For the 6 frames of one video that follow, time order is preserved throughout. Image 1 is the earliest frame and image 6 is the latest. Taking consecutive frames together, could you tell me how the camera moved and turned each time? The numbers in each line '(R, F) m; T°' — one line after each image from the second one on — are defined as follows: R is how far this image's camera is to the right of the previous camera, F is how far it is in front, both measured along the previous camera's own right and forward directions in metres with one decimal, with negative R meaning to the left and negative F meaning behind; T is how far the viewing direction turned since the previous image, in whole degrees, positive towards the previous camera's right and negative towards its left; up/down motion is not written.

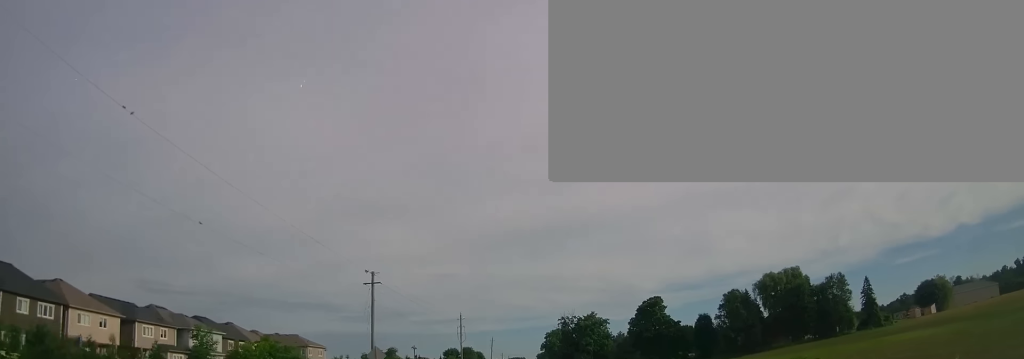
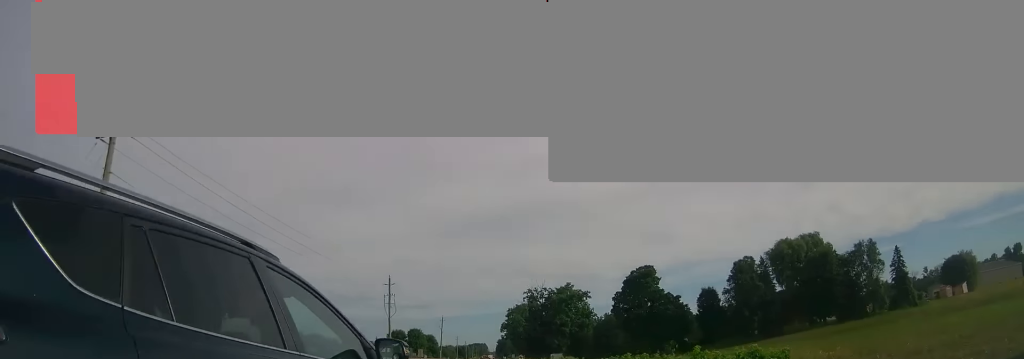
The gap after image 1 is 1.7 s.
(+0.1, +31.6) m; +1°
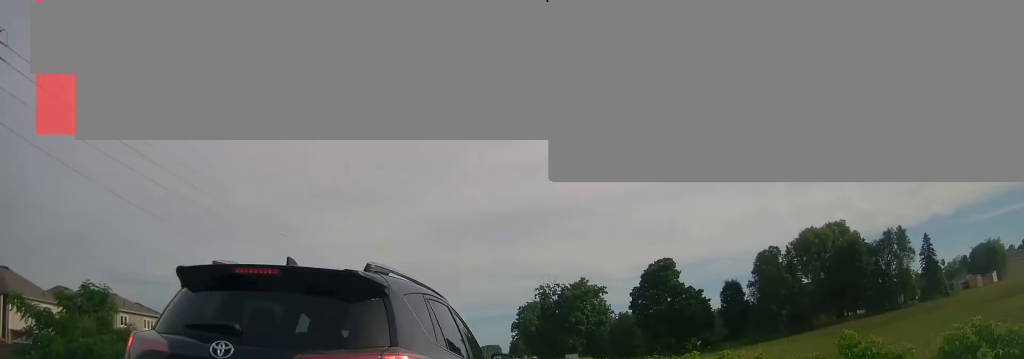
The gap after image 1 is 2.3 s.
(+0.1, +7.7) m; 0°
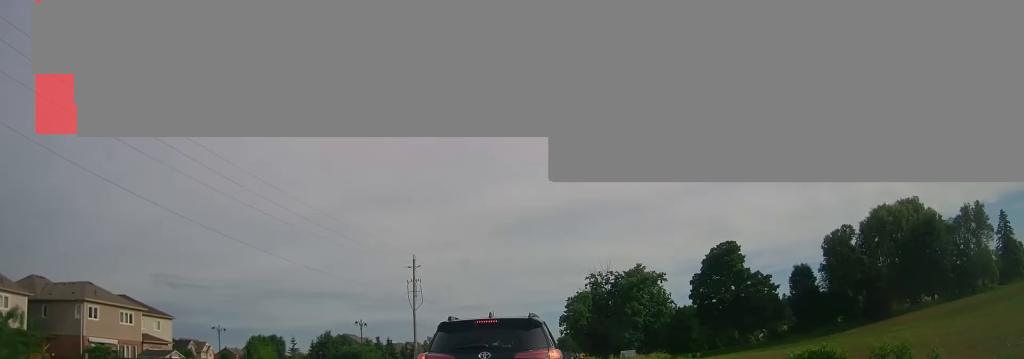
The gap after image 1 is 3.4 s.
(-0.1, +10.0) m; 0°
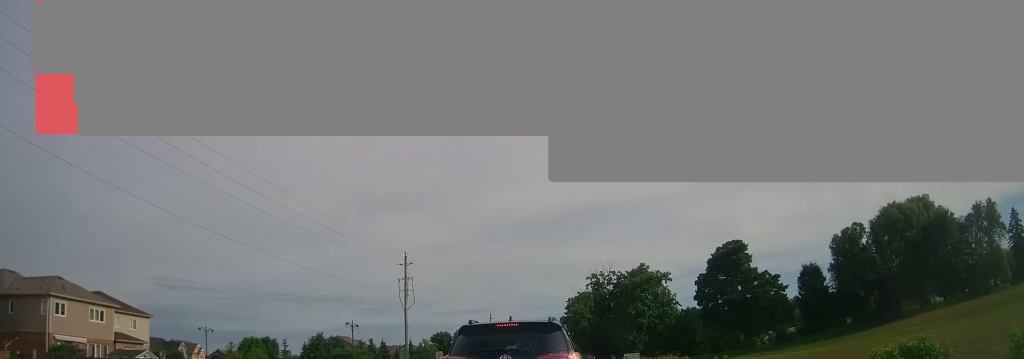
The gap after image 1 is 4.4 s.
(+0.2, +3.1) m; -2°
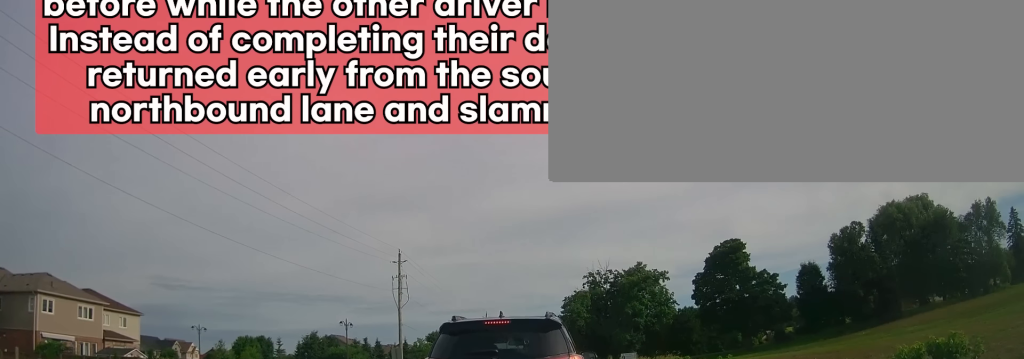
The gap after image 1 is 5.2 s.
(-0.2, +0.9) m; 0°
